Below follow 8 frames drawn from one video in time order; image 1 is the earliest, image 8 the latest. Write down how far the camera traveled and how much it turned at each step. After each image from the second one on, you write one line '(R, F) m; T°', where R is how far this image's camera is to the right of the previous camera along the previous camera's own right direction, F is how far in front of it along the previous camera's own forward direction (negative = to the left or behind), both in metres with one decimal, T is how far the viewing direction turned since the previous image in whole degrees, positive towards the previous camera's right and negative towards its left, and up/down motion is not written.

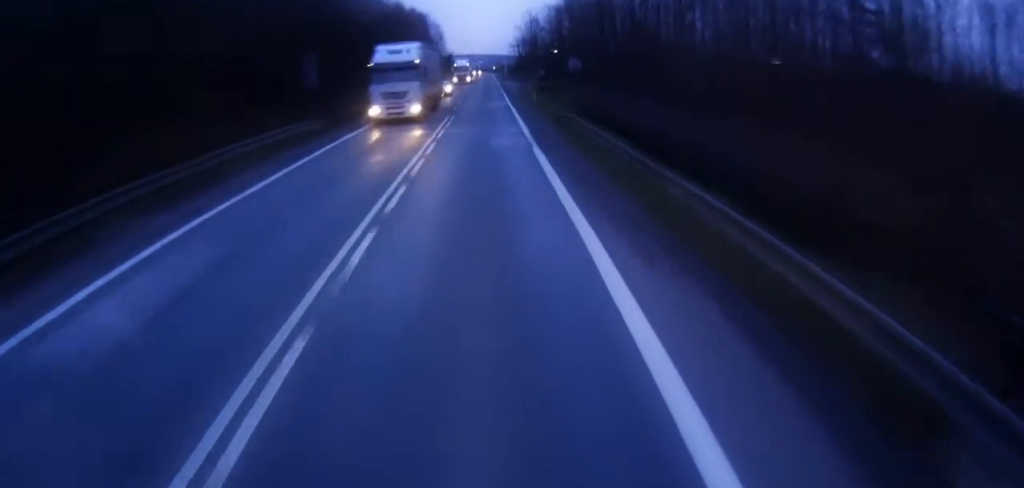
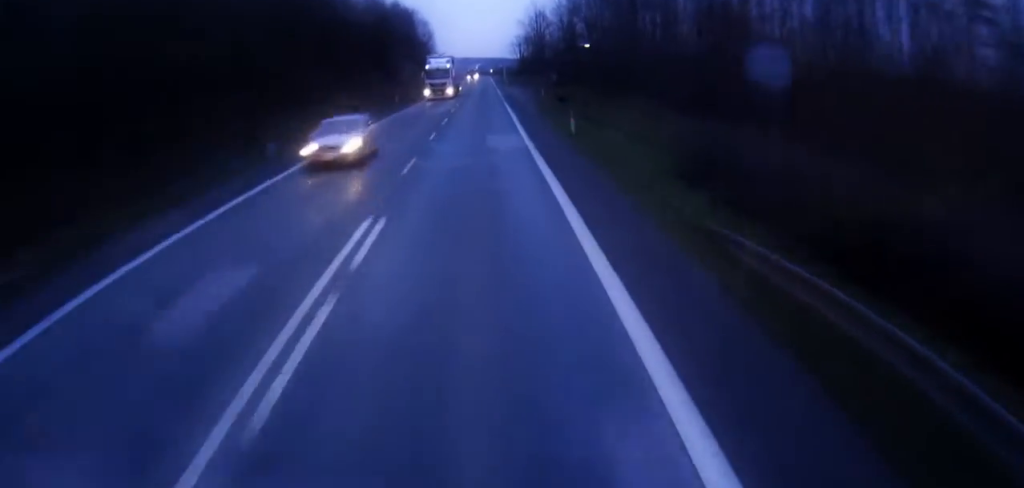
(-0.1, +26.5) m; 0°
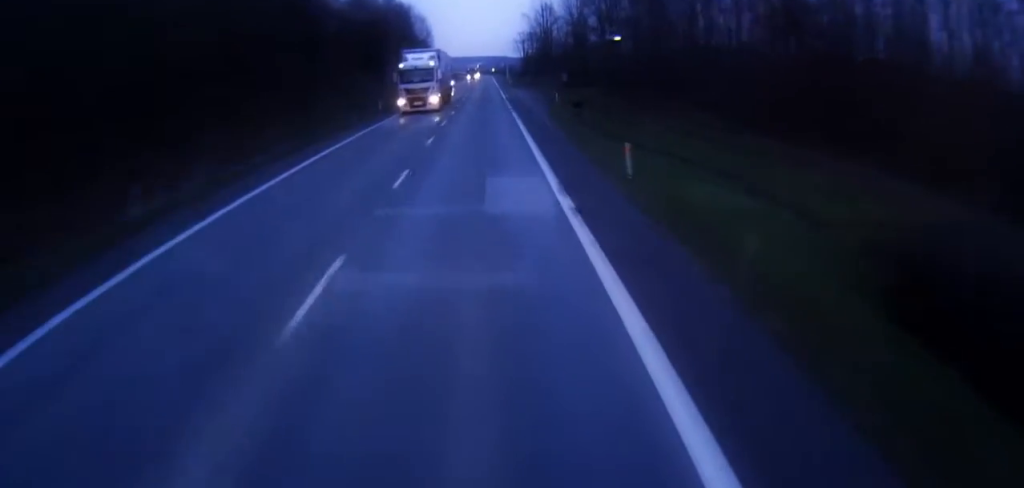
(-0.1, +11.4) m; 0°
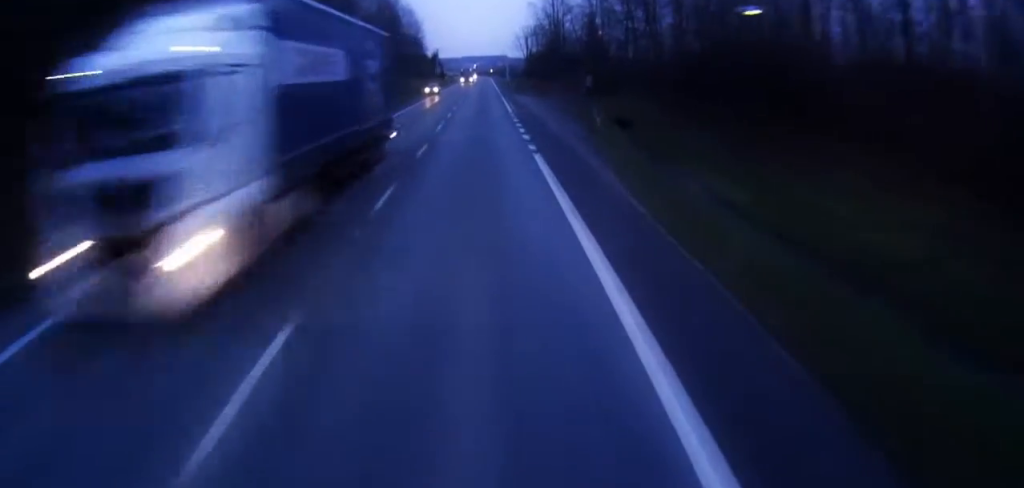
(+0.1, +21.1) m; 0°
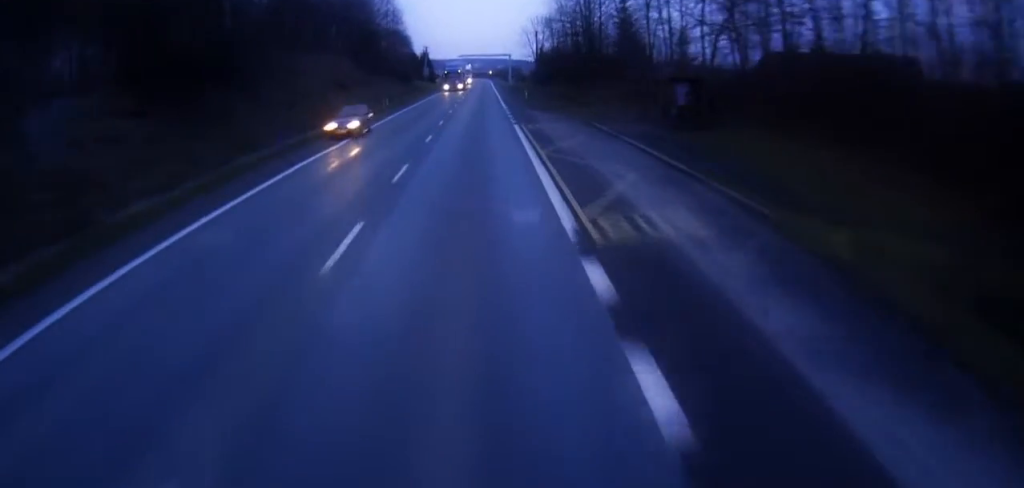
(-0.3, +31.6) m; -1°
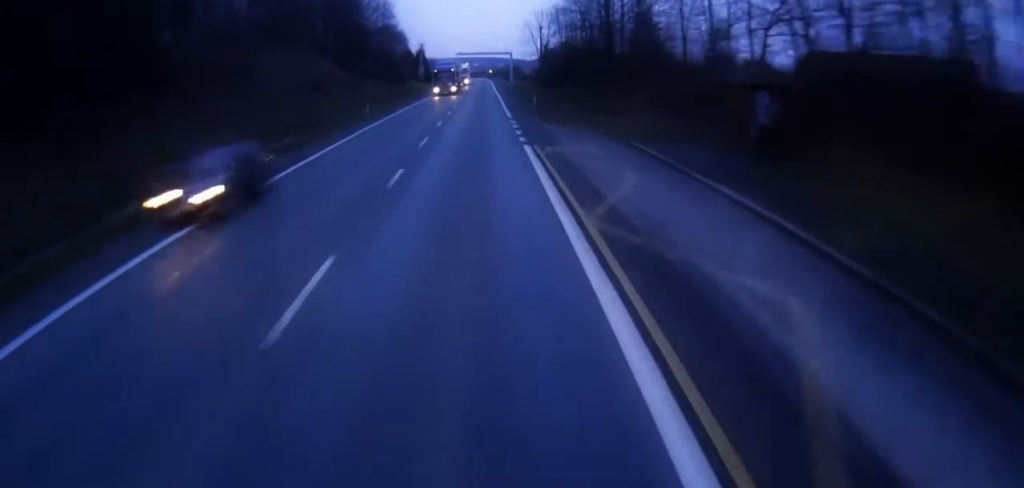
(0.0, +10.6) m; 0°
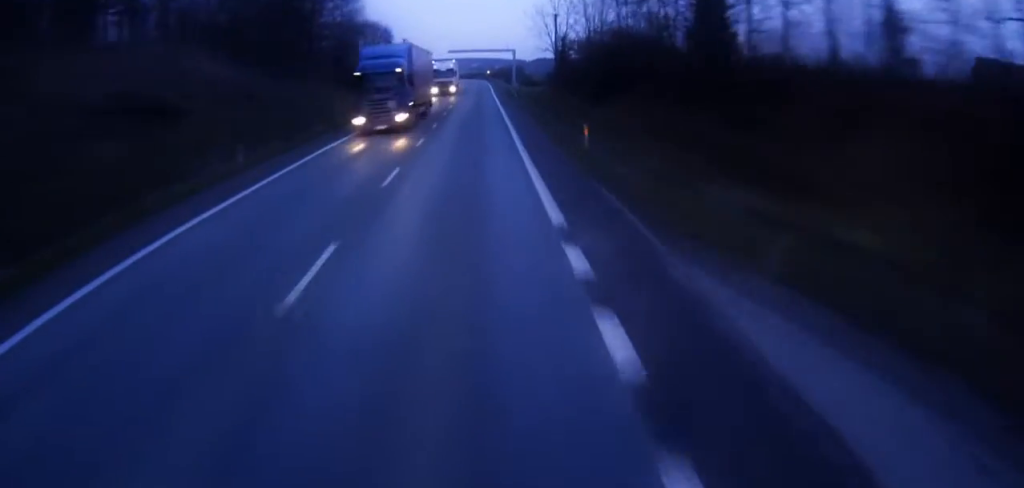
(+0.1, +27.2) m; +1°
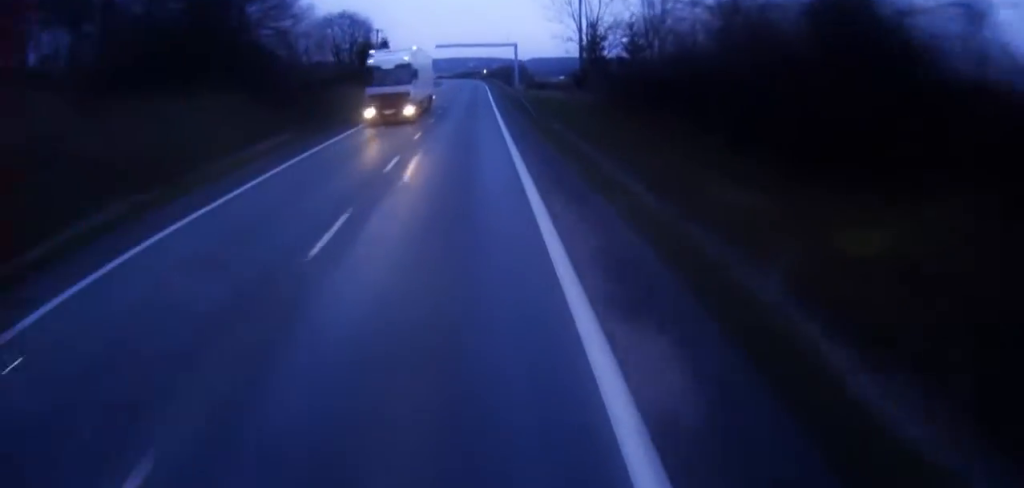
(+0.4, +25.4) m; 0°
